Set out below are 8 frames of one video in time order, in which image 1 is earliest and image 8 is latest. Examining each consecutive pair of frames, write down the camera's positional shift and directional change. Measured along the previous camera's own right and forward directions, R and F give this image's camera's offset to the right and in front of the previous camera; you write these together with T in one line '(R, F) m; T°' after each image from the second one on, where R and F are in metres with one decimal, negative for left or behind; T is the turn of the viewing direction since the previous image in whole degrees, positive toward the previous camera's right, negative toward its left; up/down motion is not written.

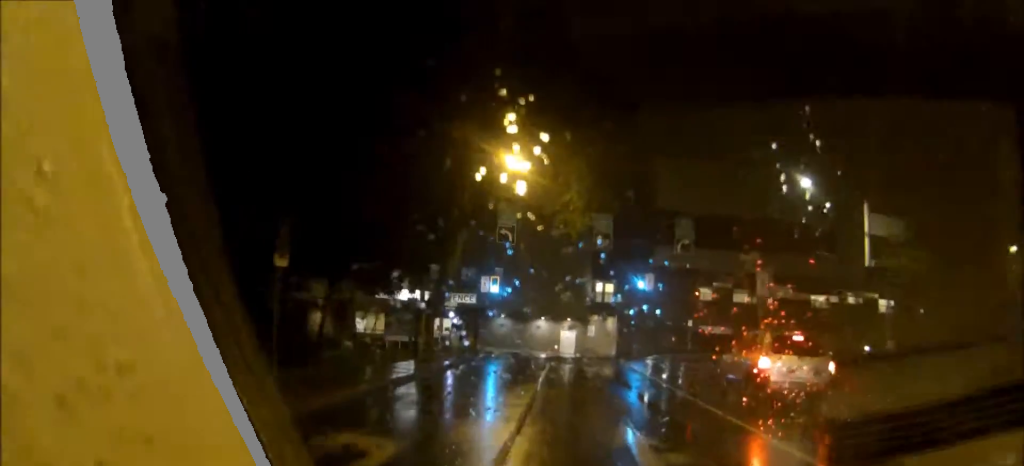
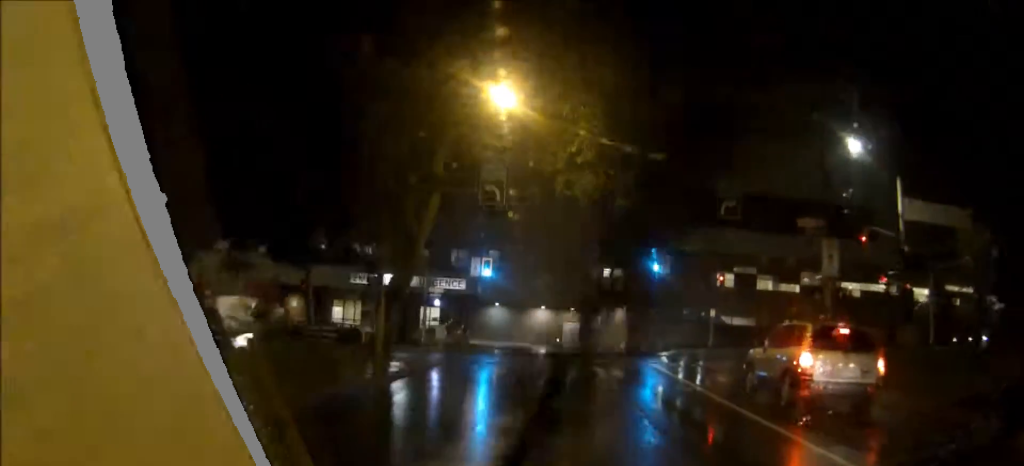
(0.0, +7.7) m; 0°
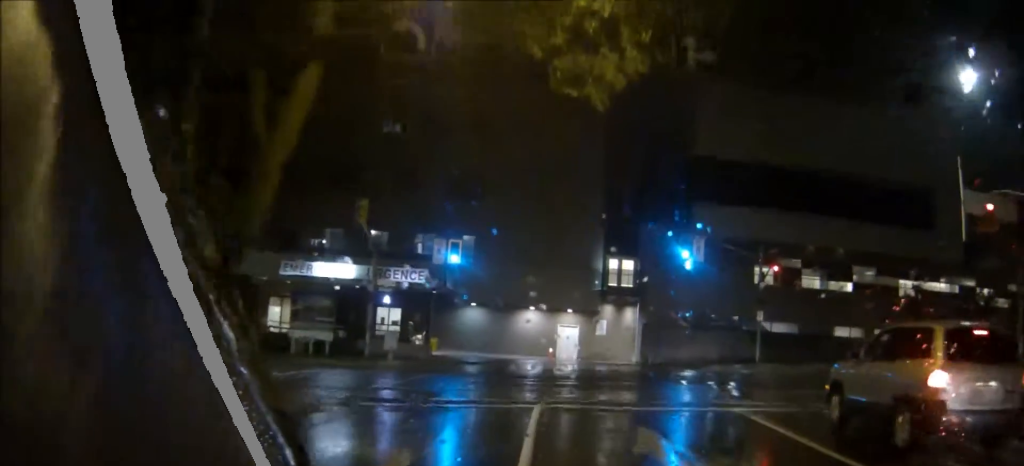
(0.0, +13.0) m; +1°
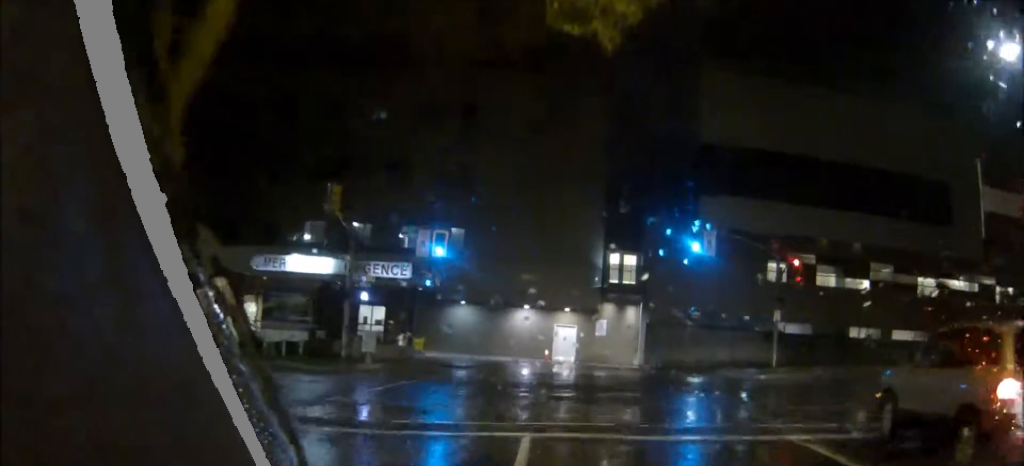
(-0.1, +3.9) m; +1°
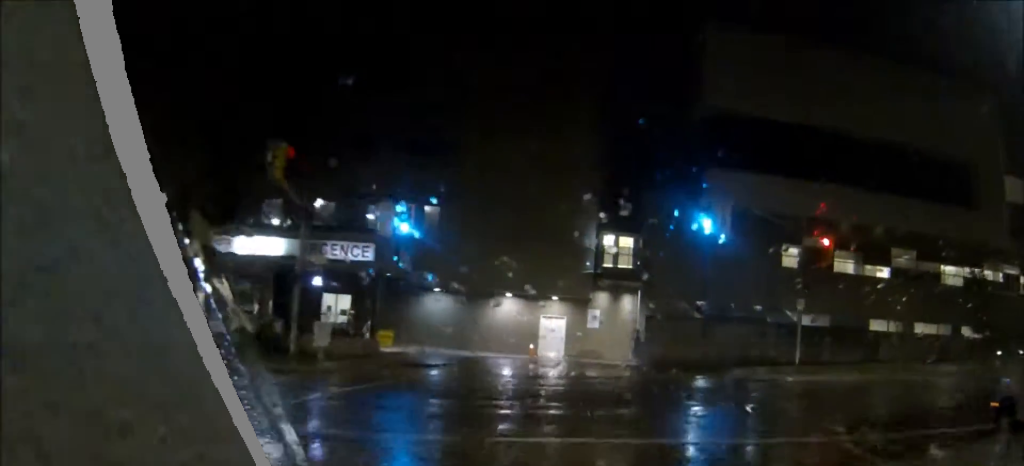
(+0.1, +5.5) m; +5°
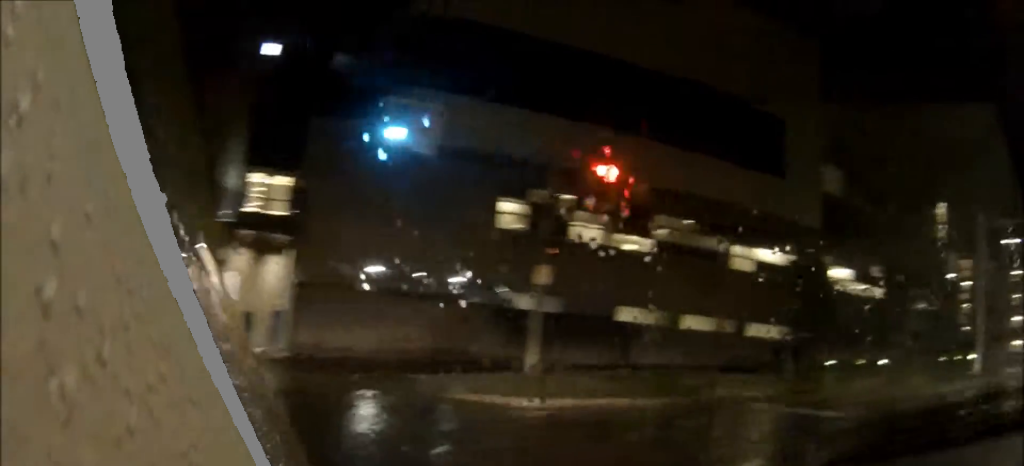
(+2.3, +11.9) m; +30°
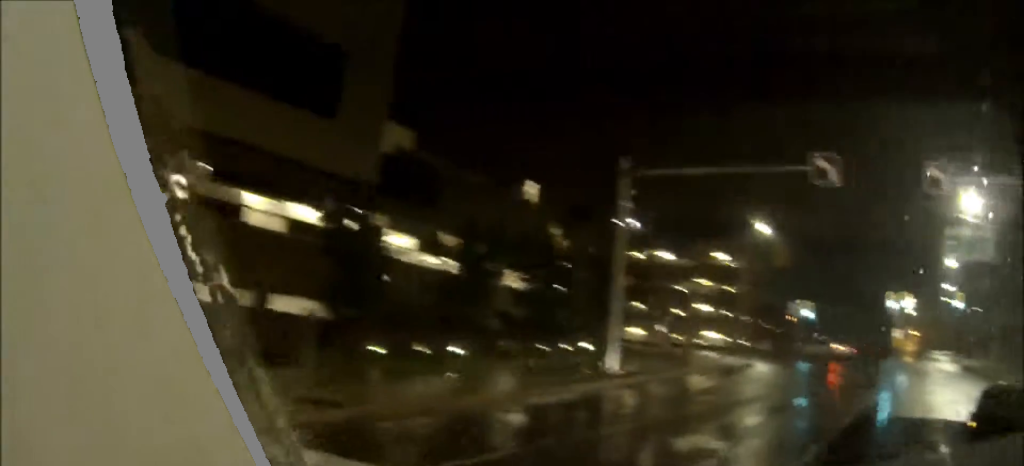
(+1.8, +7.6) m; +22°
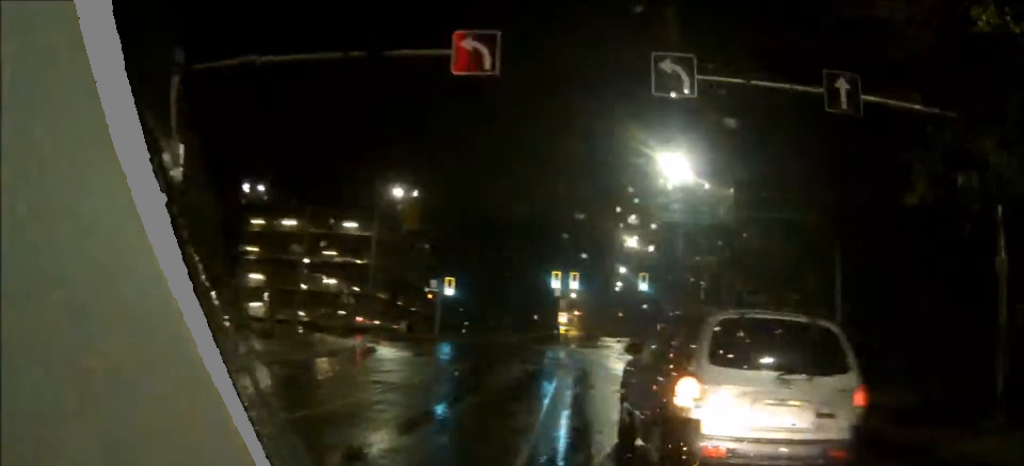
(+1.7, +7.5) m; +21°
